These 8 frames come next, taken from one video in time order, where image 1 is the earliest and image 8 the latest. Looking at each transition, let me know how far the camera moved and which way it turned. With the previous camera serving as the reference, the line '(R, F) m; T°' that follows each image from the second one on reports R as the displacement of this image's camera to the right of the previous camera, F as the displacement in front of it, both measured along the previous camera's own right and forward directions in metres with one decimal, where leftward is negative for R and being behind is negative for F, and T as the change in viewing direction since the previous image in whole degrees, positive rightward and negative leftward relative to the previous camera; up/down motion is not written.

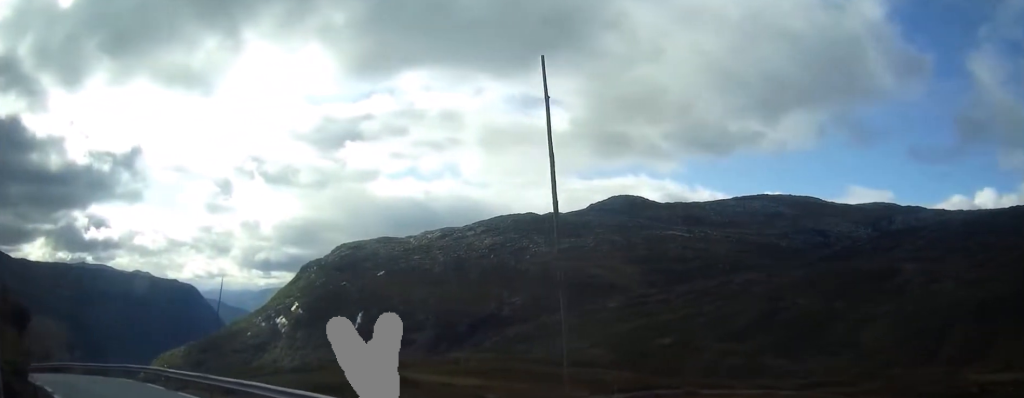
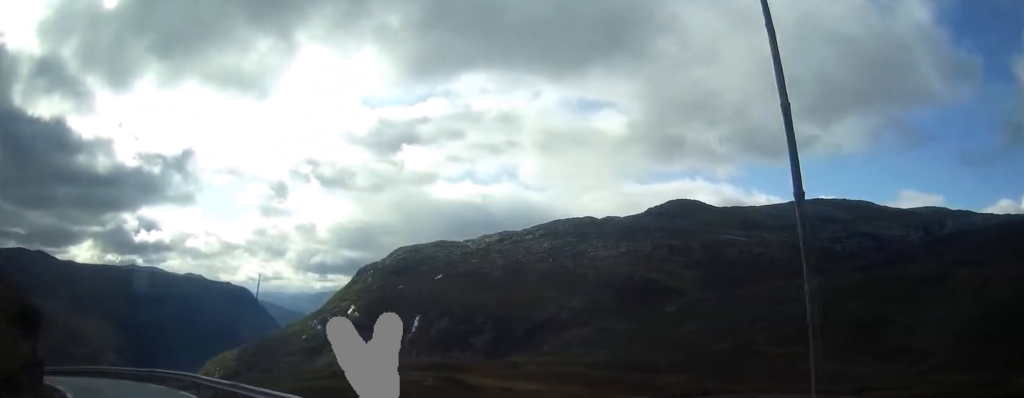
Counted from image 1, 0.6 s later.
(-0.2, +3.1) m; -9°
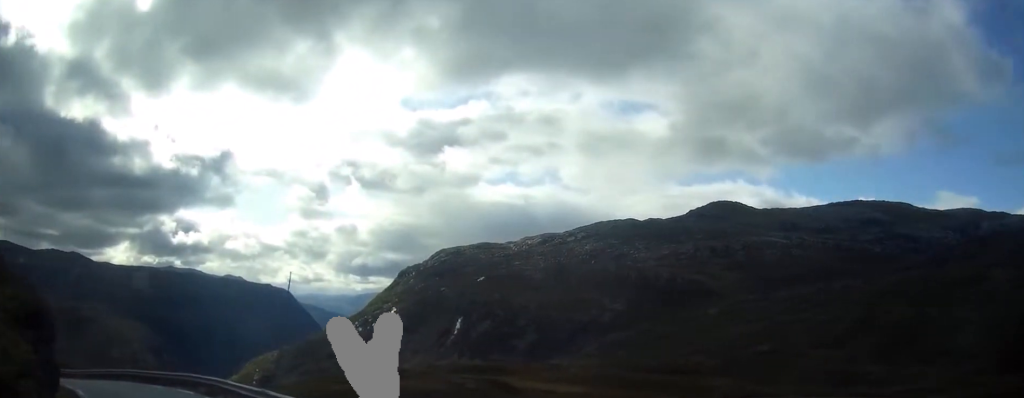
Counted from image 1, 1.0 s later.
(0.0, +2.0) m; -7°
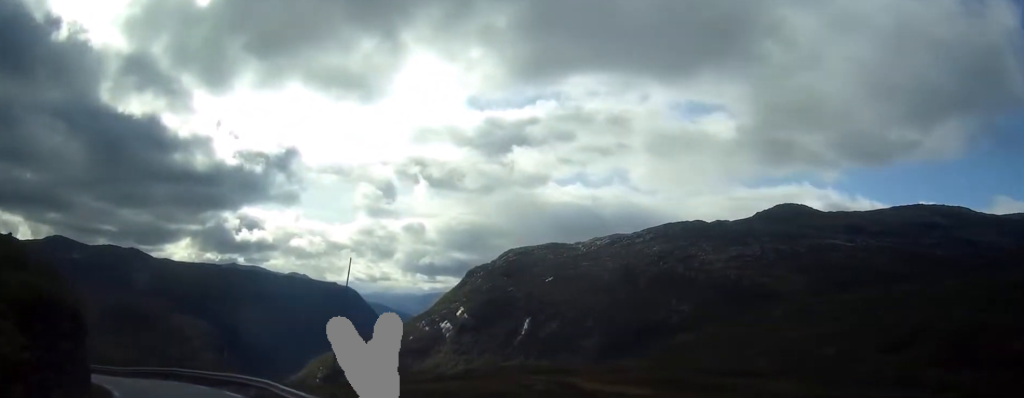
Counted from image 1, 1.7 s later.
(-0.4, +3.3) m; -6°
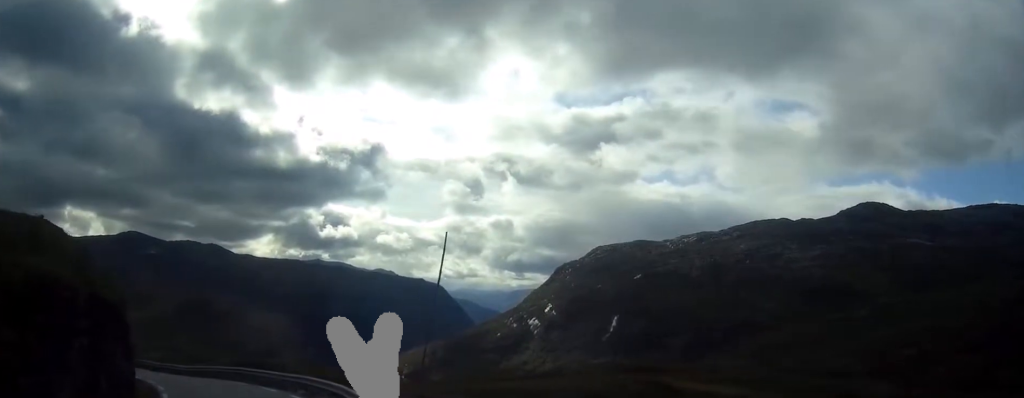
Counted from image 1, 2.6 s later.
(-0.3, +4.8) m; -3°
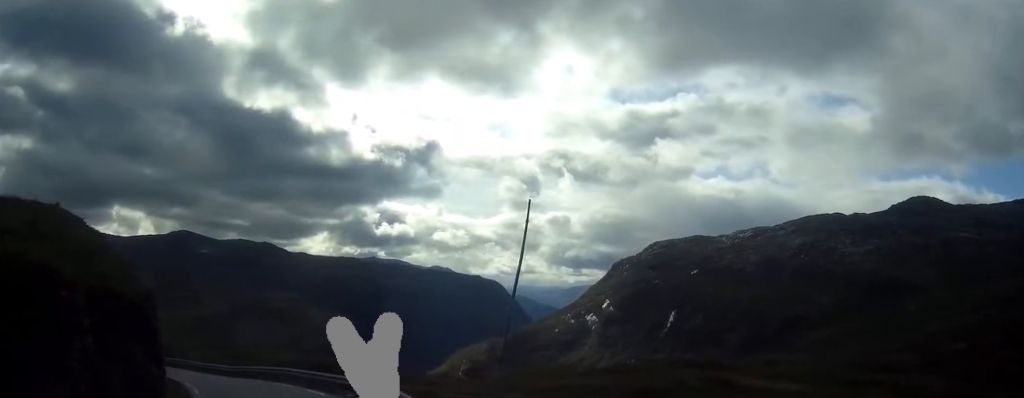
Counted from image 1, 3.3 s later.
(+0.2, +3.4) m; -1°
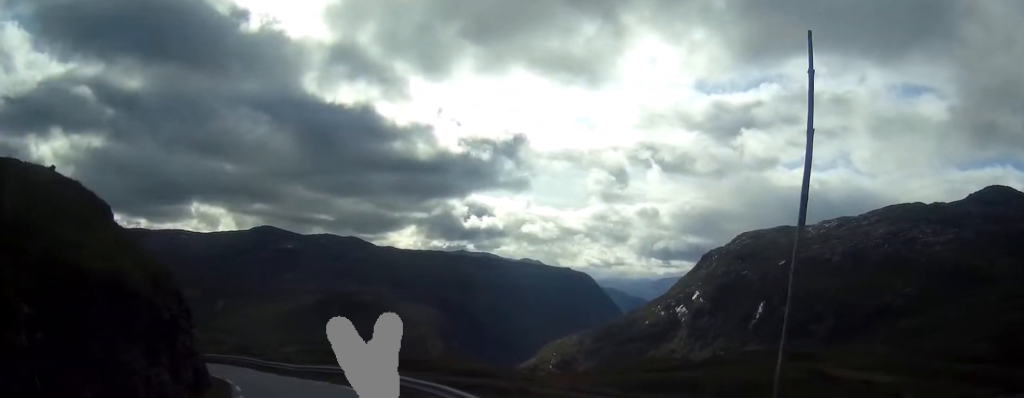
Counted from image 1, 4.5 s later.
(-0.5, +6.8) m; -5°
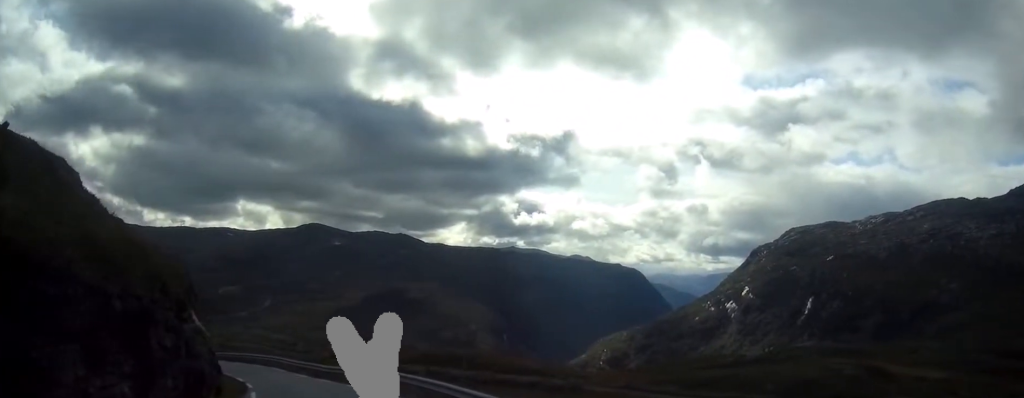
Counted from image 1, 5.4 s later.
(-0.1, +5.2) m; -1°
